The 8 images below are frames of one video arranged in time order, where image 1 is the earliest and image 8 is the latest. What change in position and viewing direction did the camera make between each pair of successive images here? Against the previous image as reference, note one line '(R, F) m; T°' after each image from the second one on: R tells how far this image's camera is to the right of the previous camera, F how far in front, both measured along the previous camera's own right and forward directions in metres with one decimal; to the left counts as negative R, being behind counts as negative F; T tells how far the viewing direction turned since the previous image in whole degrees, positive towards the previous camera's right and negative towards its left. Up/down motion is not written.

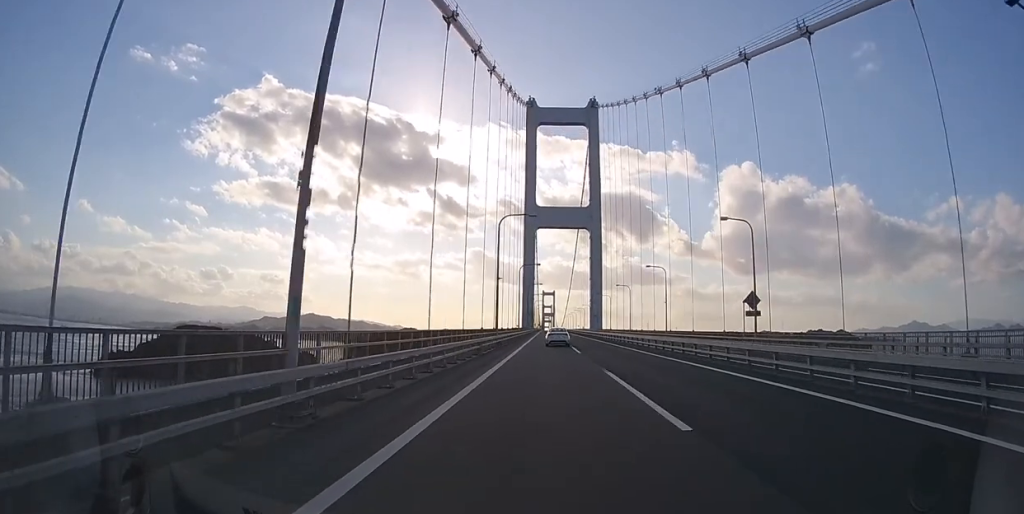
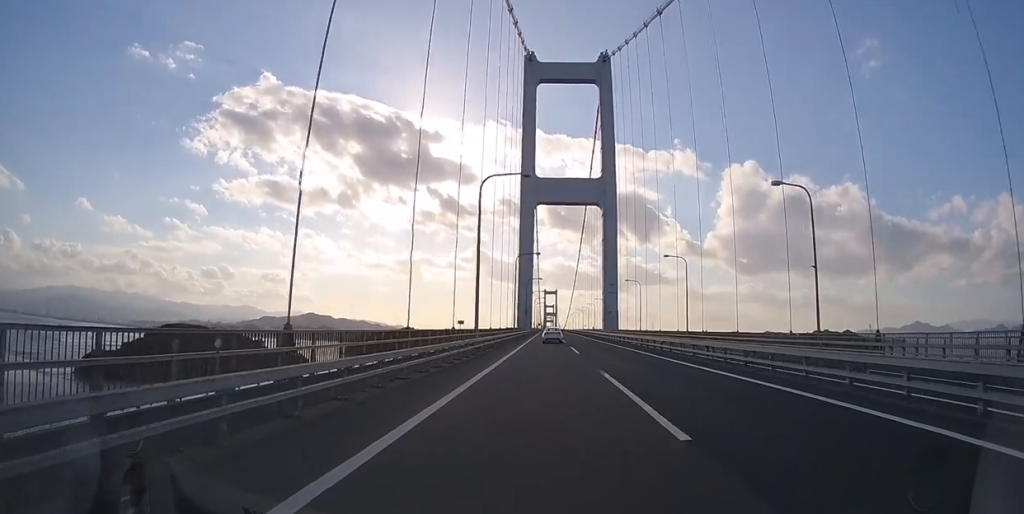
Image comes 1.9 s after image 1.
(+1.2, +39.7) m; +2°
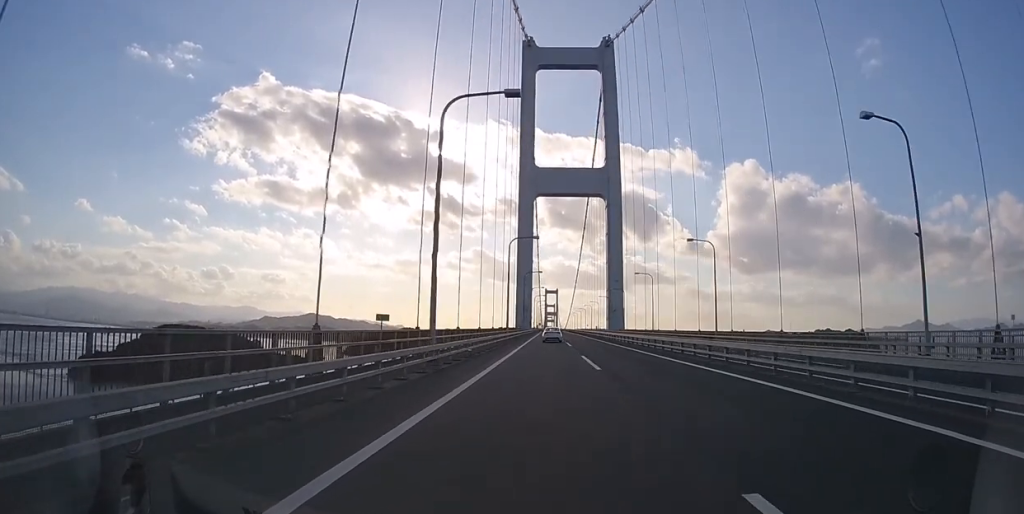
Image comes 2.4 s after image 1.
(0.0, +9.8) m; 0°
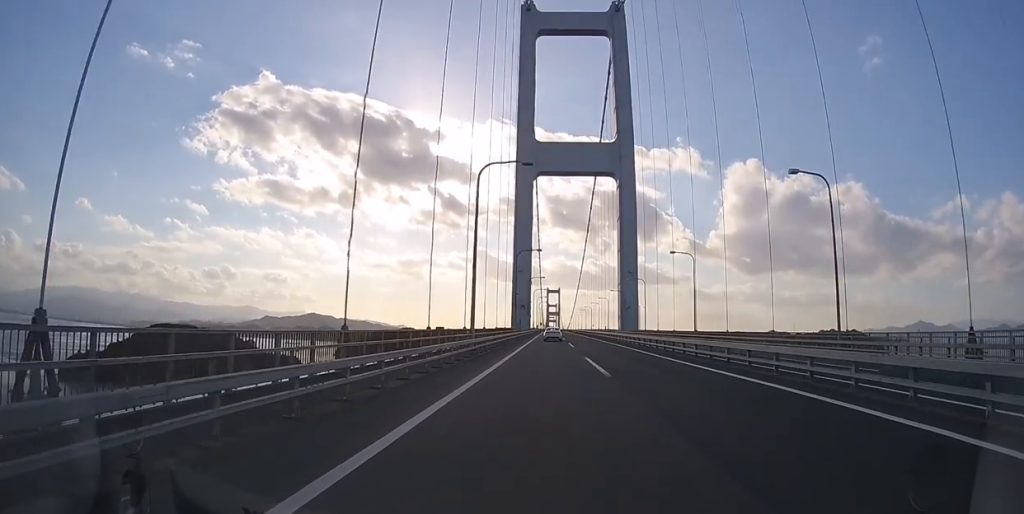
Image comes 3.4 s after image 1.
(0.0, +21.9) m; 0°
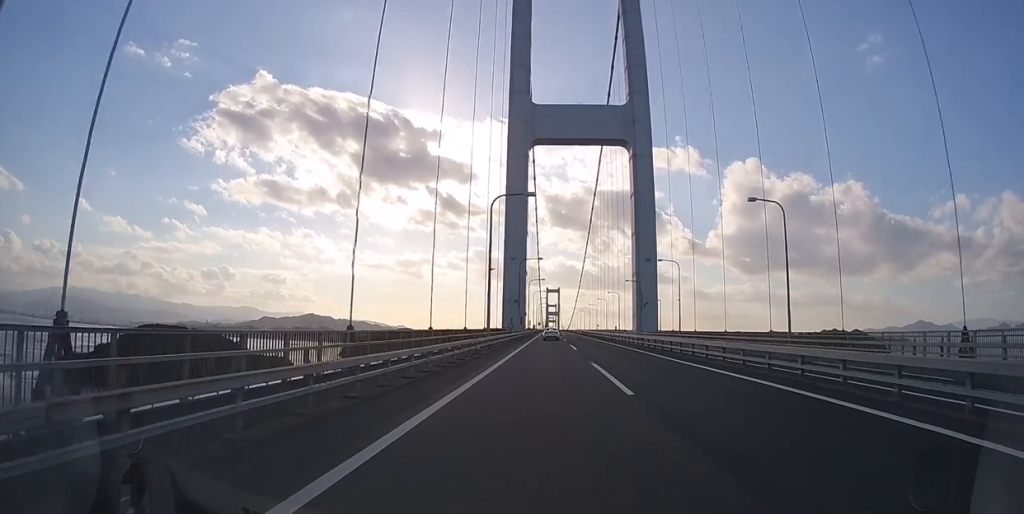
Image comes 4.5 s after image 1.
(0.0, +24.1) m; 0°
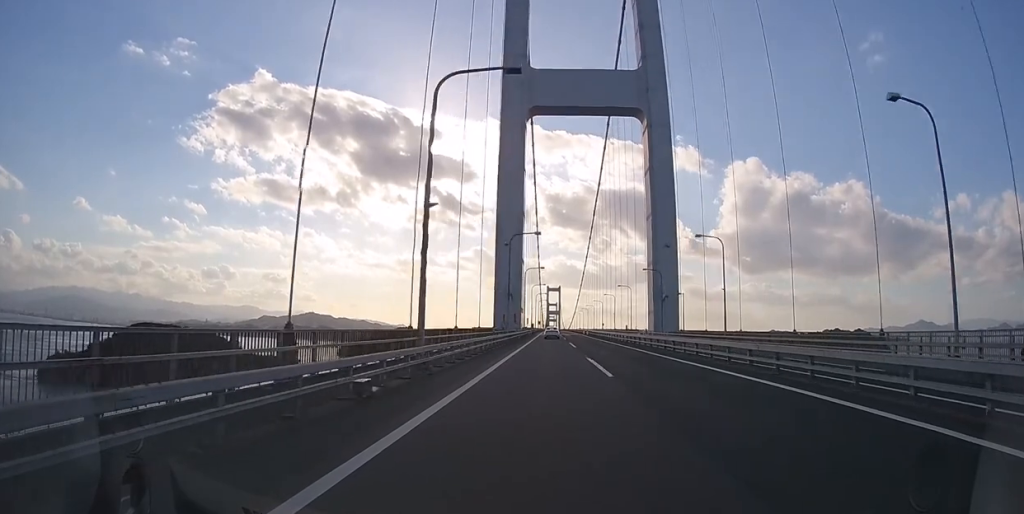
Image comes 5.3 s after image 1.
(0.0, +16.3) m; 0°
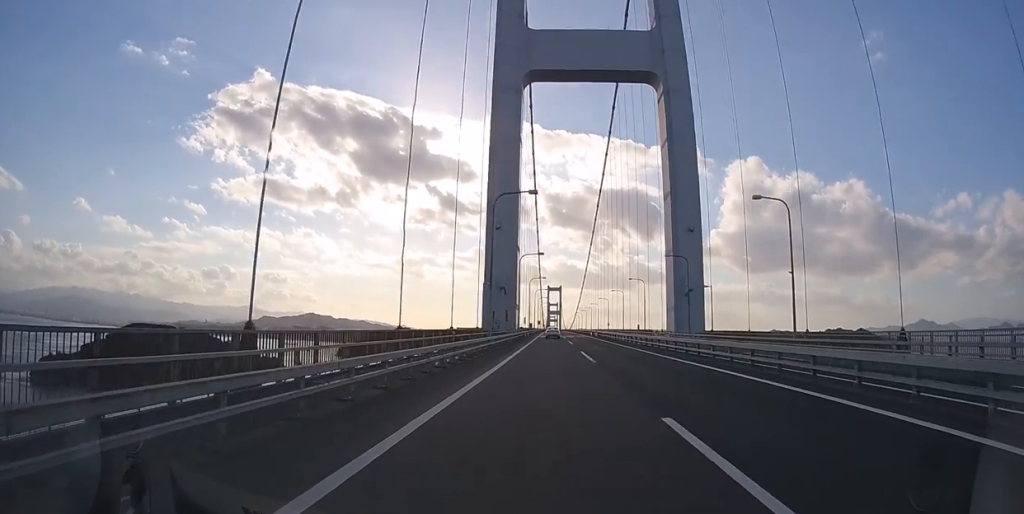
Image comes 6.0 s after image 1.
(0.0, +14.1) m; 0°
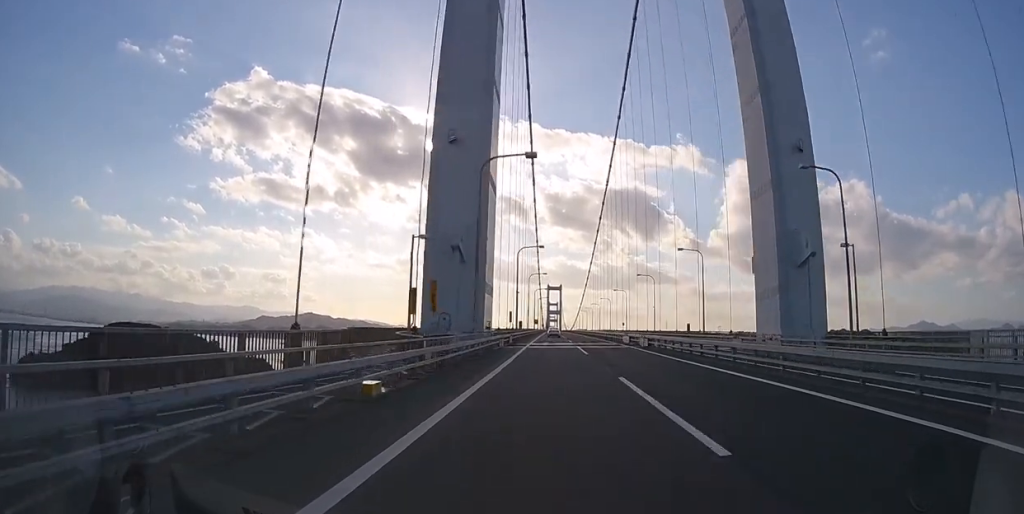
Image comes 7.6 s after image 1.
(-0.1, +34.4) m; 0°
